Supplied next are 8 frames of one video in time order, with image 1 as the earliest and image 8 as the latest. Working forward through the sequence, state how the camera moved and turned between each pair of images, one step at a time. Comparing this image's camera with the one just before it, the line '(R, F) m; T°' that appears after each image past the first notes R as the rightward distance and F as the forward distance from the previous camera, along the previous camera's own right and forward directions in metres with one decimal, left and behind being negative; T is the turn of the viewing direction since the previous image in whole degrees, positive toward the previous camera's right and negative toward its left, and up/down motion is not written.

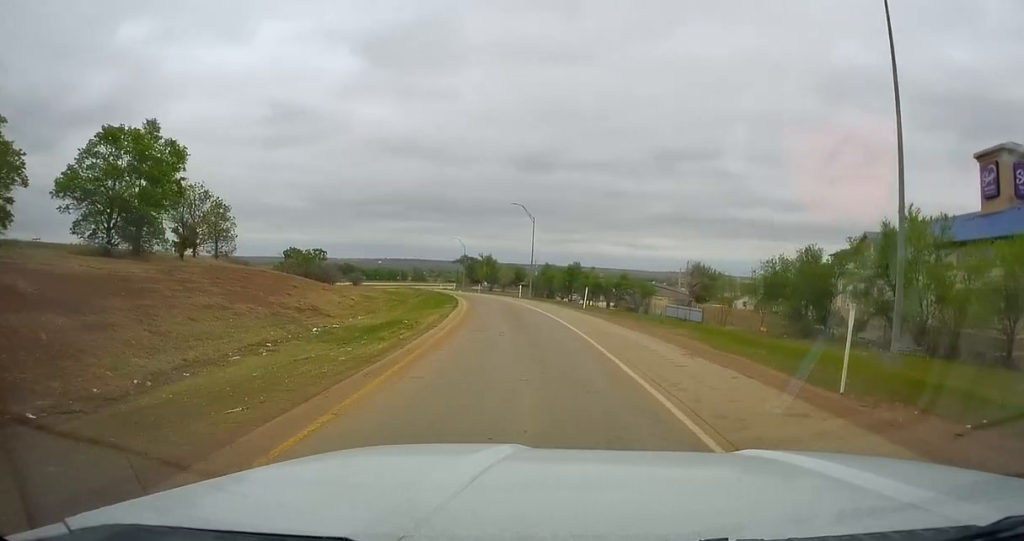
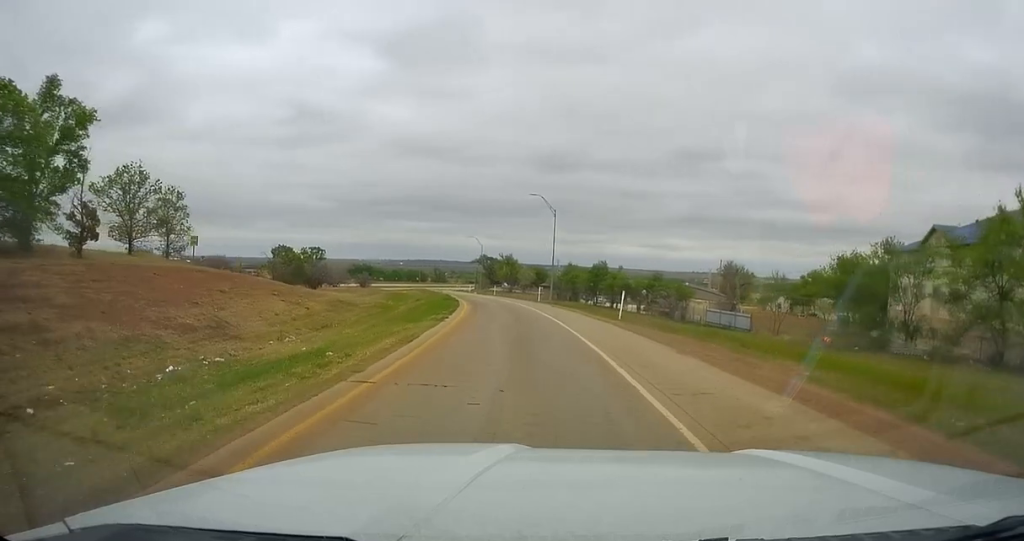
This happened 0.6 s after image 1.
(-0.3, +9.1) m; -1°
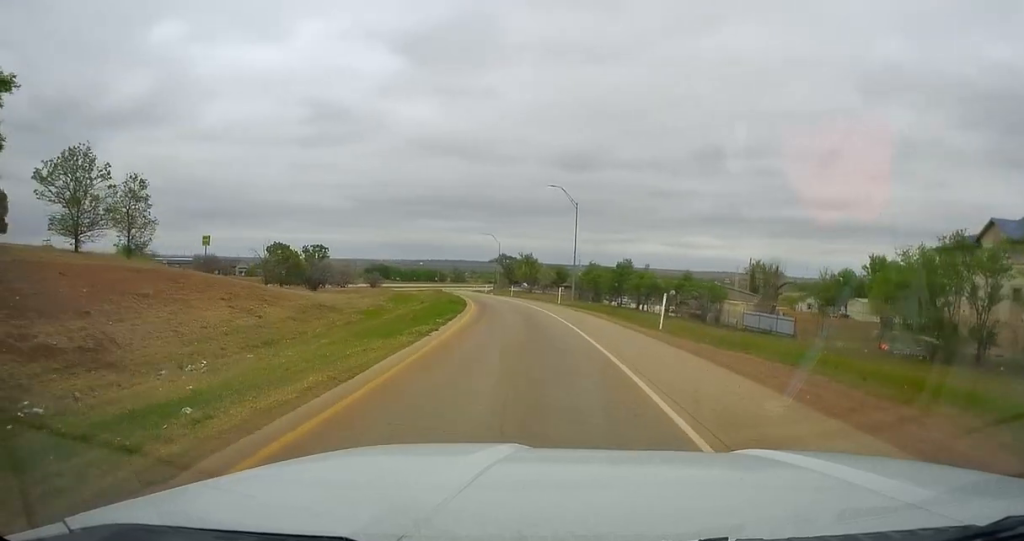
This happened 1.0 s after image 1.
(-0.1, +5.8) m; -1°
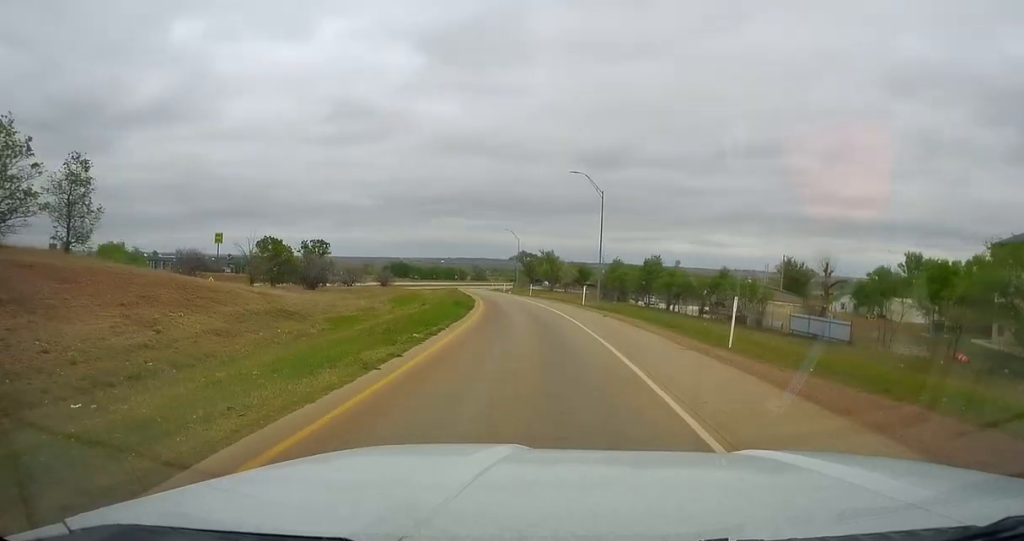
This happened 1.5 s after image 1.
(0.0, +6.6) m; -1°
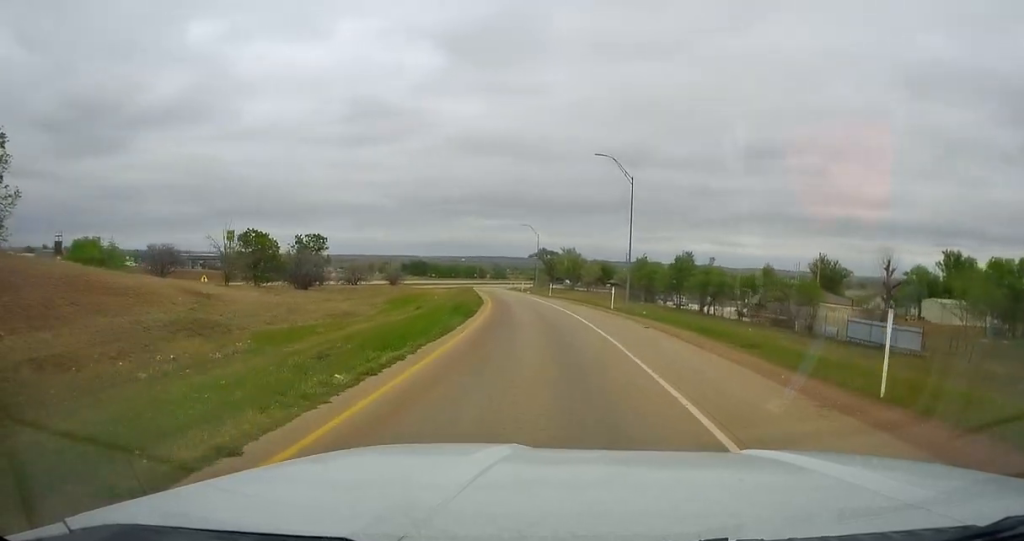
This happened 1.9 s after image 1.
(+0.2, +6.9) m; -2°
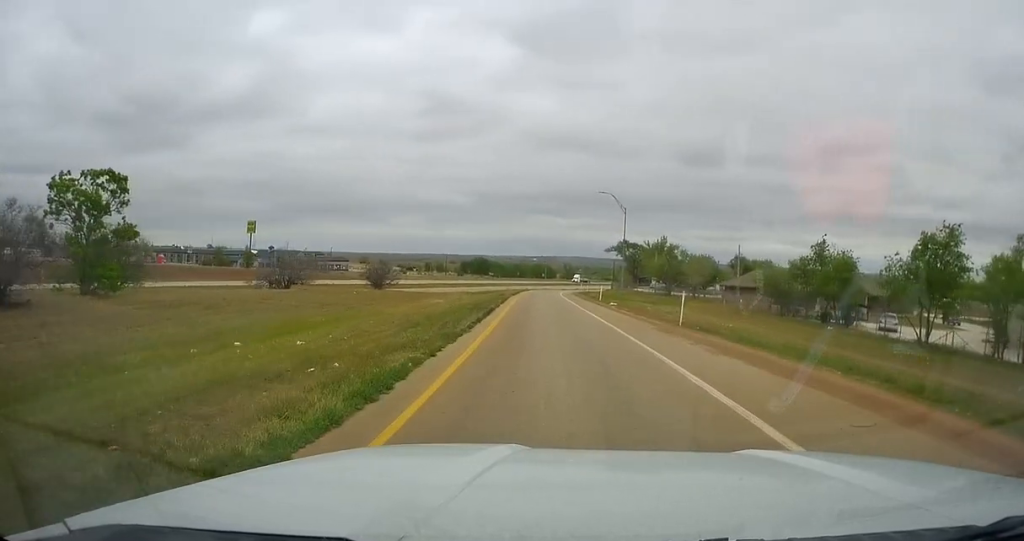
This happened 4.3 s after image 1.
(-2.7, +40.1) m; -8°
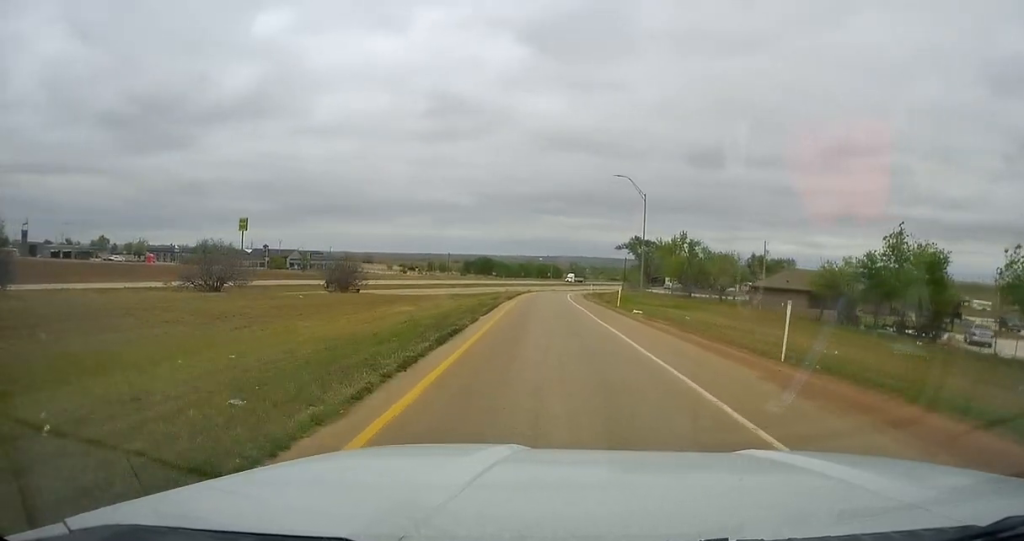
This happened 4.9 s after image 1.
(-0.4, +11.1) m; -2°
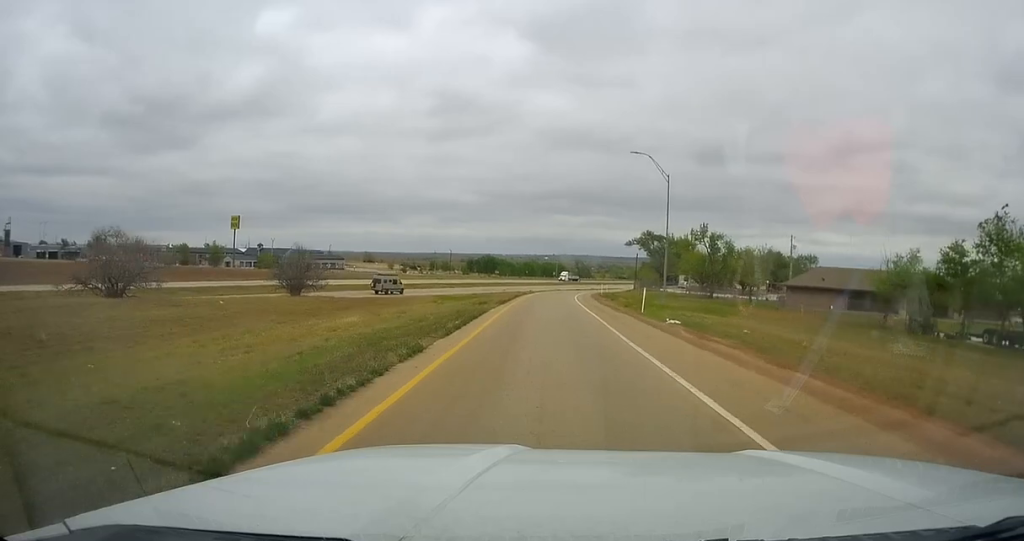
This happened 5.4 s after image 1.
(-0.2, +9.9) m; -2°
